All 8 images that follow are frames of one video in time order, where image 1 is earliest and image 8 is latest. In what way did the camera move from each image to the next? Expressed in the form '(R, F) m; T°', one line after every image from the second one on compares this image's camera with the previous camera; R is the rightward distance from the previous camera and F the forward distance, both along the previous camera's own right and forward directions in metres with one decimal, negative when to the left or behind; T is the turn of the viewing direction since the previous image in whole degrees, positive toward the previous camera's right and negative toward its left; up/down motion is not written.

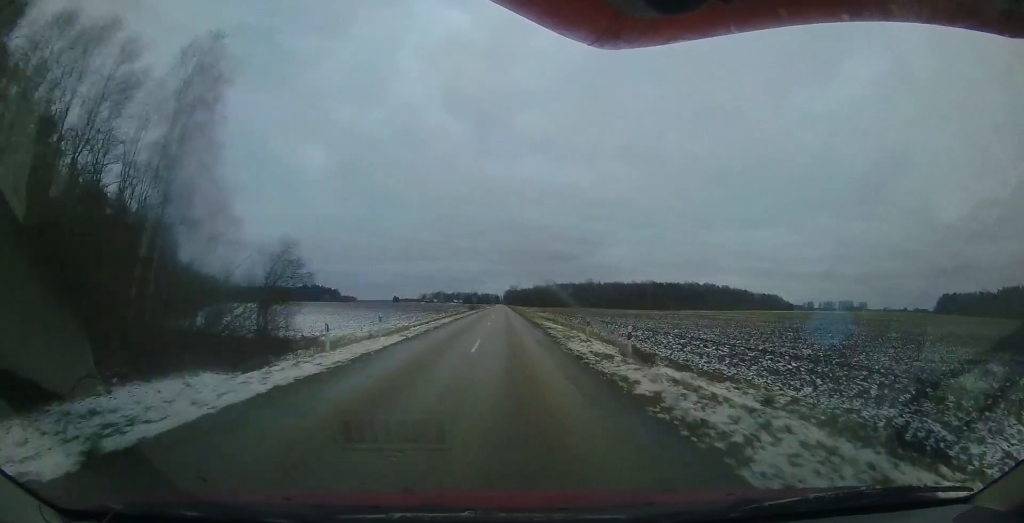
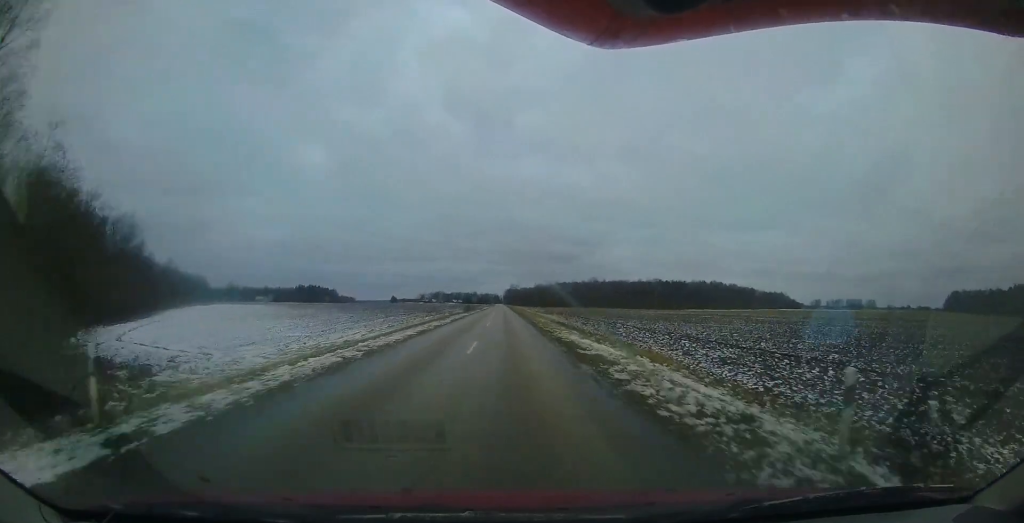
(0.0, +12.5) m; +1°
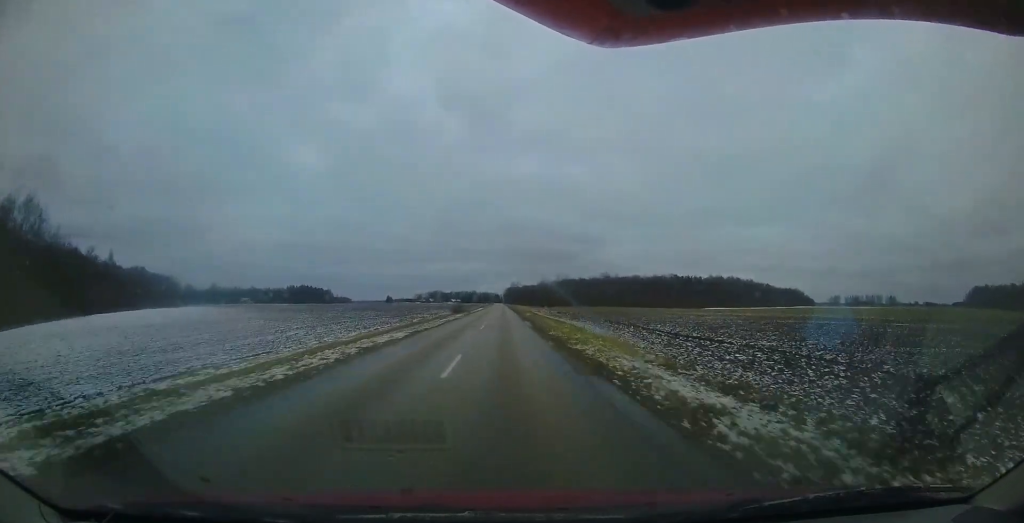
(+0.5, +27.9) m; +1°
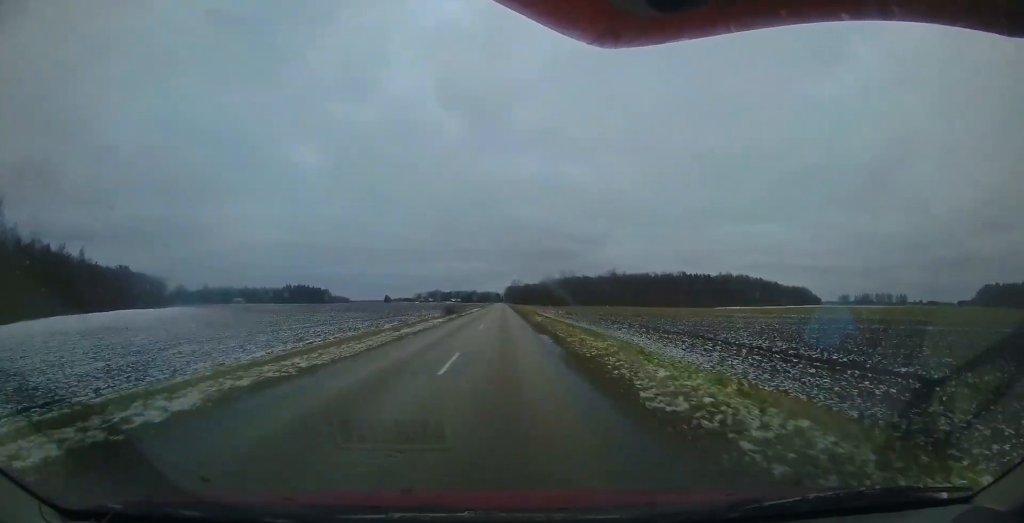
(0.0, +12.6) m; 0°
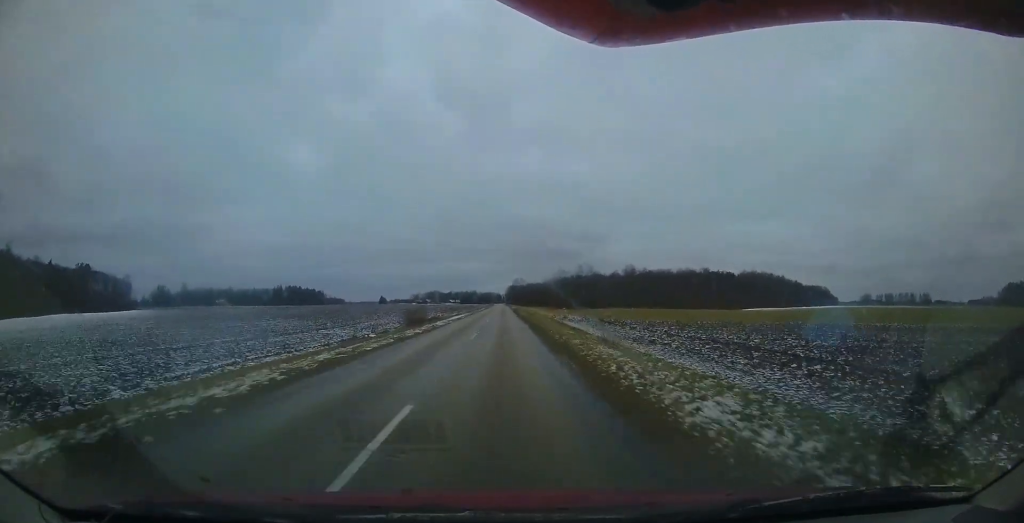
(+0.1, +28.8) m; 0°
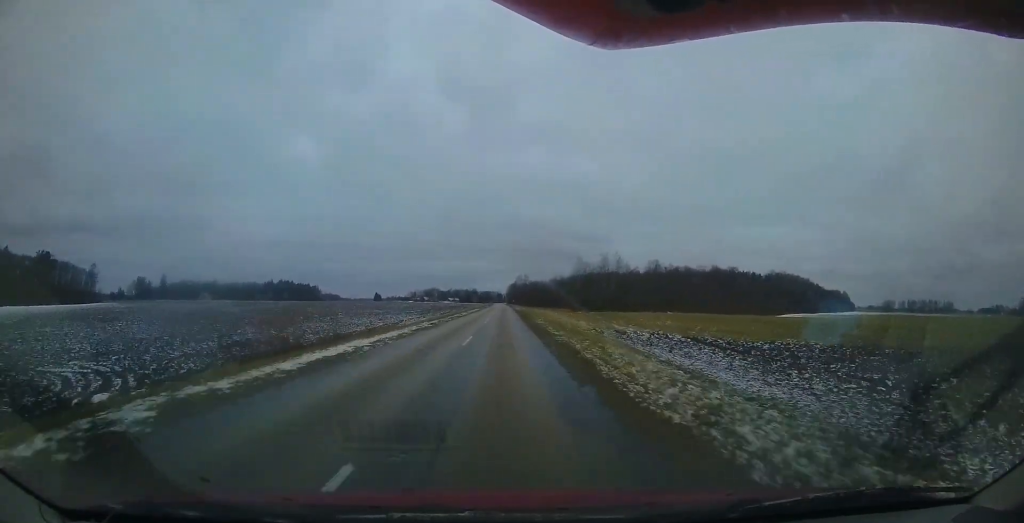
(0.0, +27.1) m; -1°
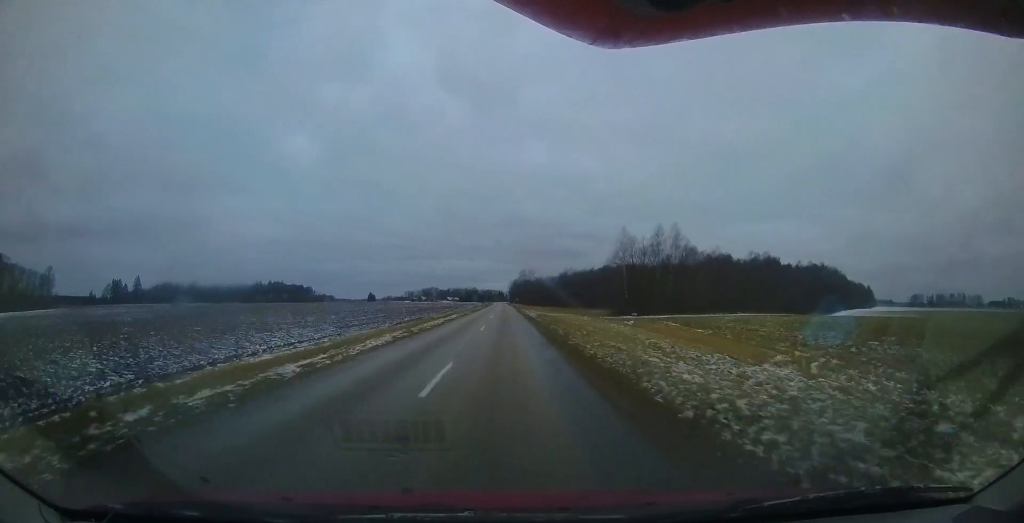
(-0.5, +30.7) m; 0°
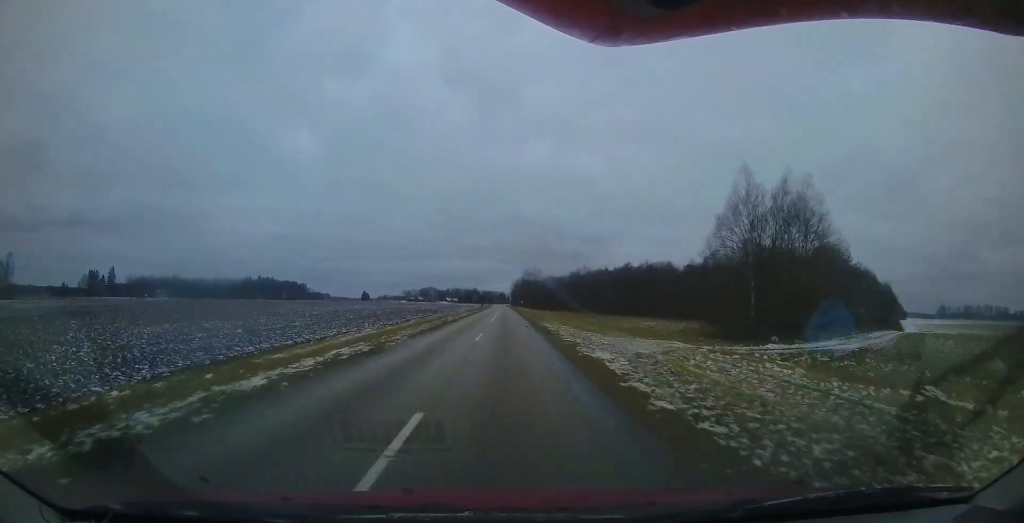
(+0.5, +28.1) m; 0°
